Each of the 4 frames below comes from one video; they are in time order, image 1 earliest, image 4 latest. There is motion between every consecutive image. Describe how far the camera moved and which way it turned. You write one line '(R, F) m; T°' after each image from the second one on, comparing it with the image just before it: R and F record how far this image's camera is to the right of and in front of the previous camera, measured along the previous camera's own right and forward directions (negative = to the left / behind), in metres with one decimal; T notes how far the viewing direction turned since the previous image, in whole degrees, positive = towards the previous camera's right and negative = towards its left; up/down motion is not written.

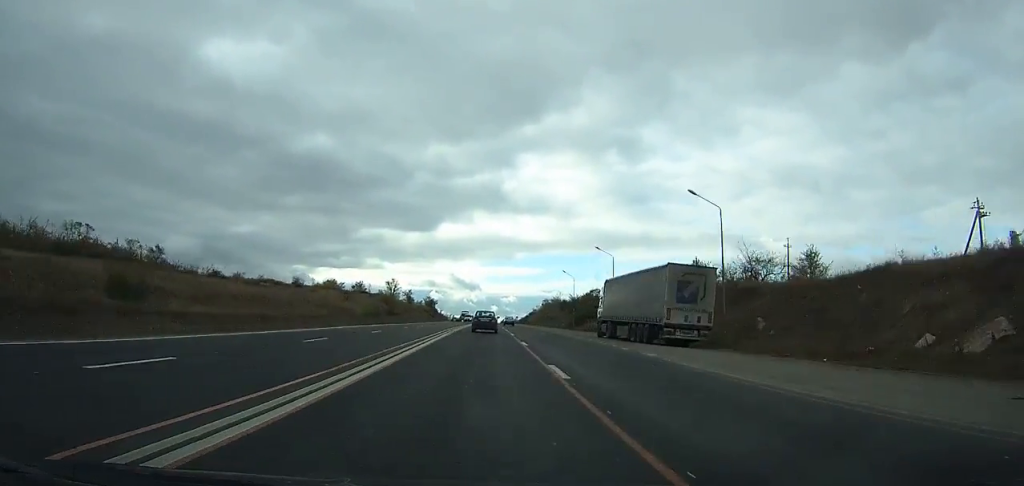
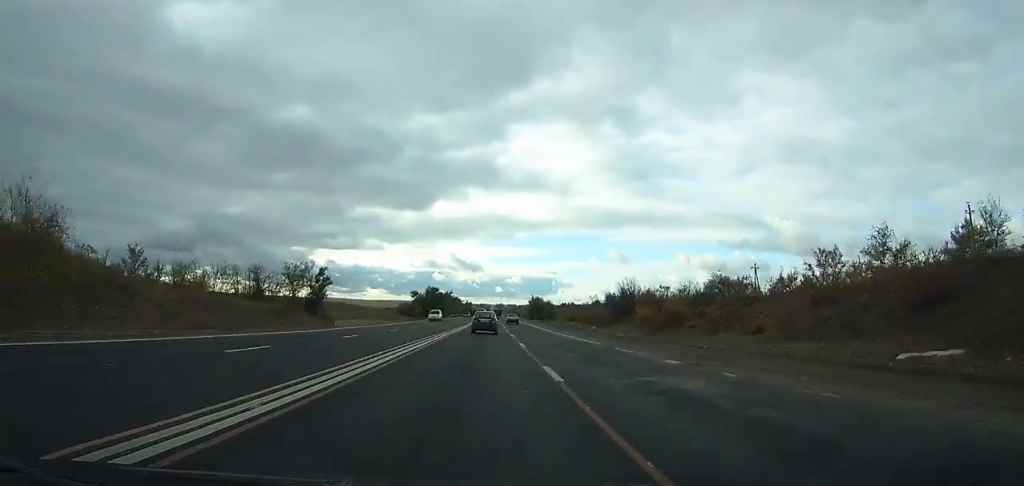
(-1.1, +279.2) m; 0°
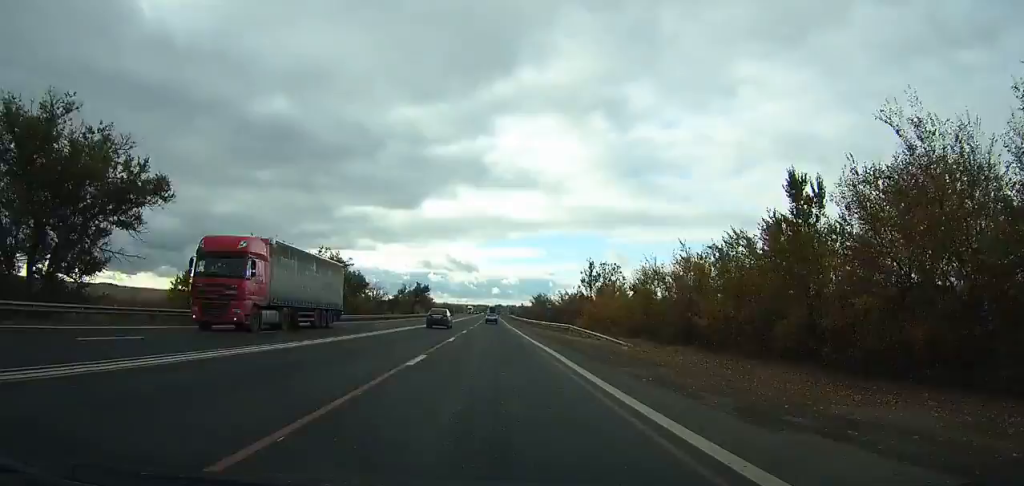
(+2.2, +193.6) m; 0°
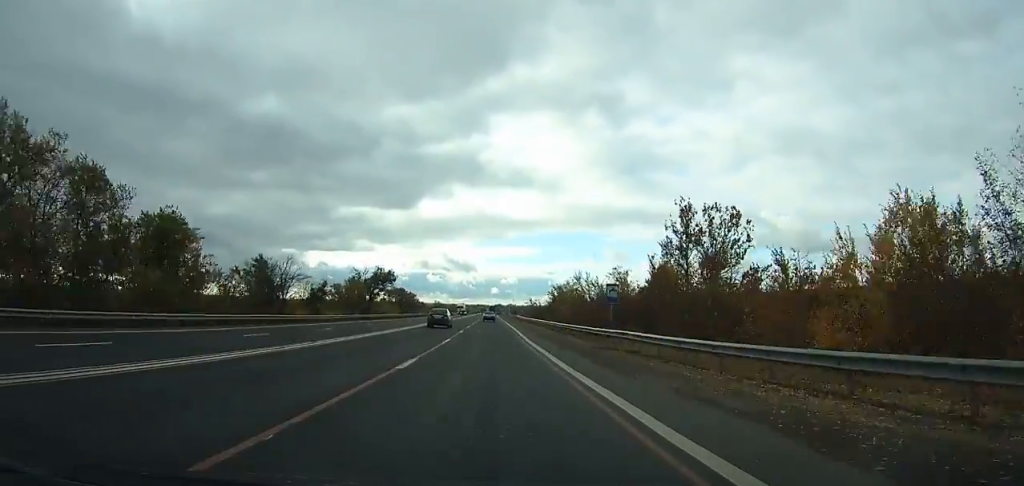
(-0.2, +49.2) m; 0°
